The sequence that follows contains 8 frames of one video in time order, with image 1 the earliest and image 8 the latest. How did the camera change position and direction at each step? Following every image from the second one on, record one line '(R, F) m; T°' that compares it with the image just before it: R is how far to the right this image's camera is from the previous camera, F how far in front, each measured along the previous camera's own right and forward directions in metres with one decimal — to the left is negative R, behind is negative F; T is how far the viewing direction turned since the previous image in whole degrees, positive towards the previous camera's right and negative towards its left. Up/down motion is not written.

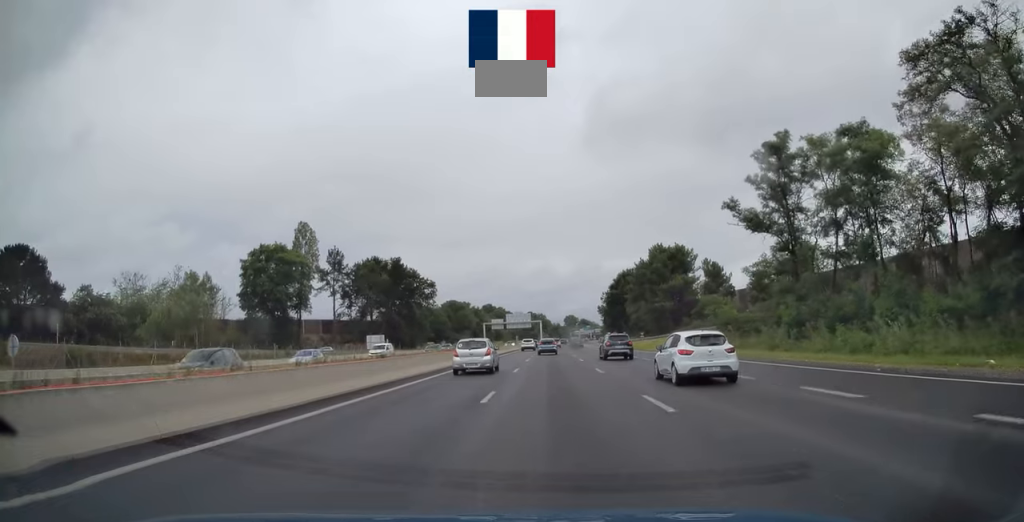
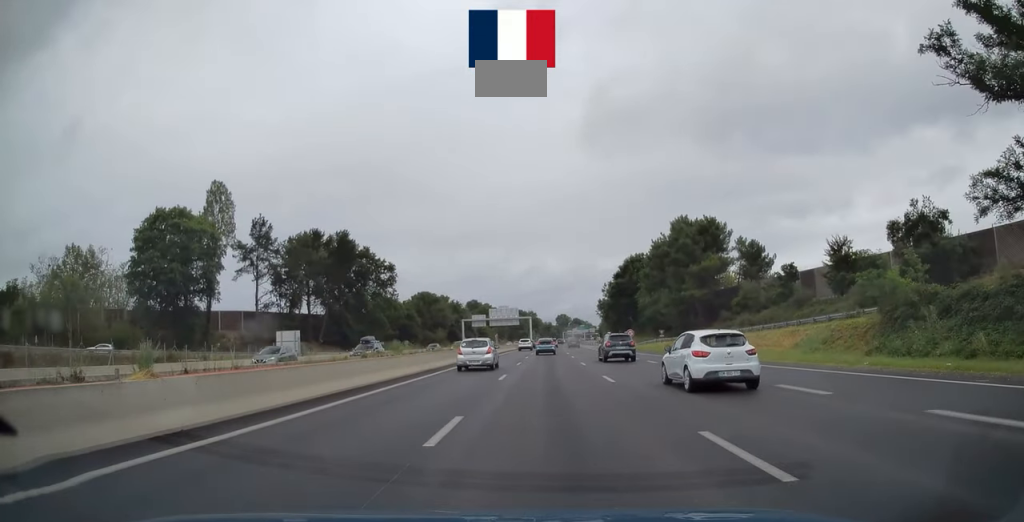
(+0.1, +31.6) m; +1°
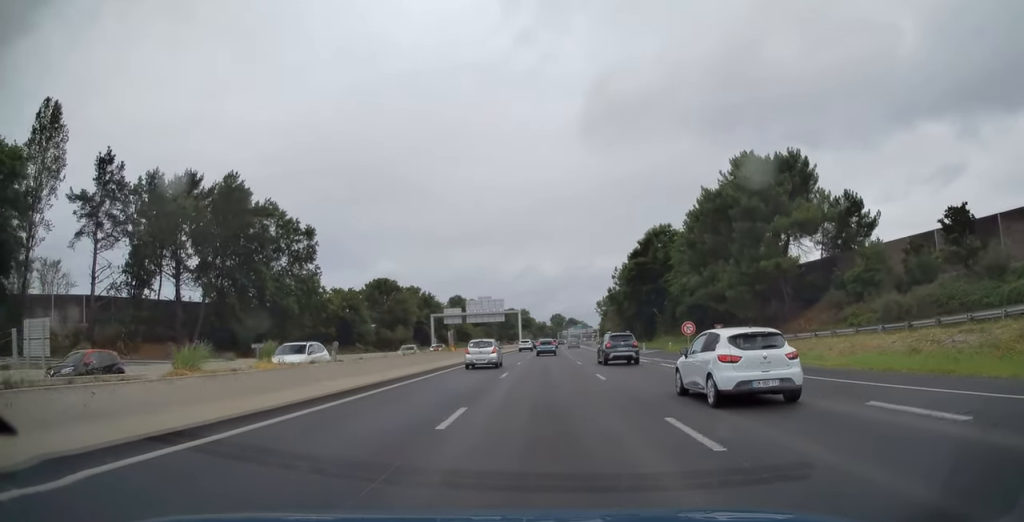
(+0.5, +37.4) m; +1°
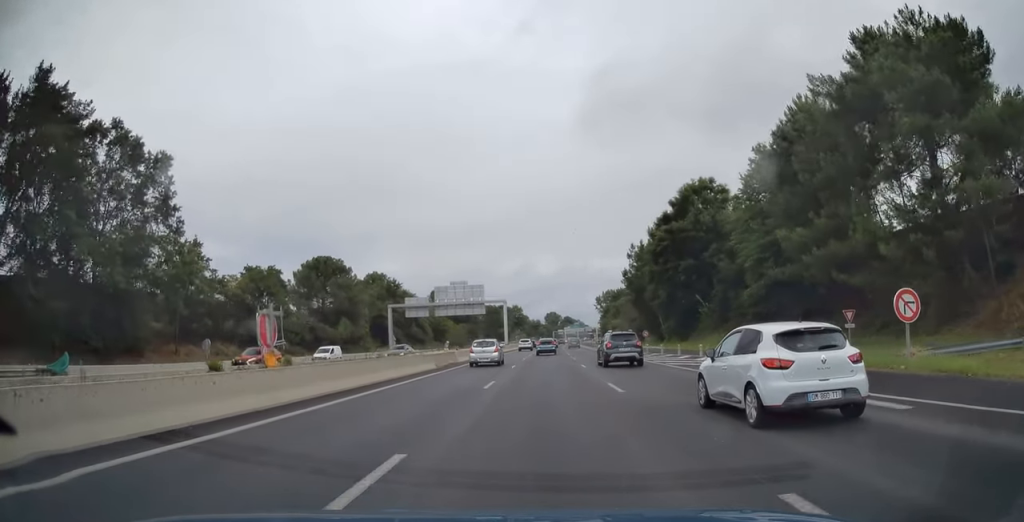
(+0.1, +31.3) m; 0°
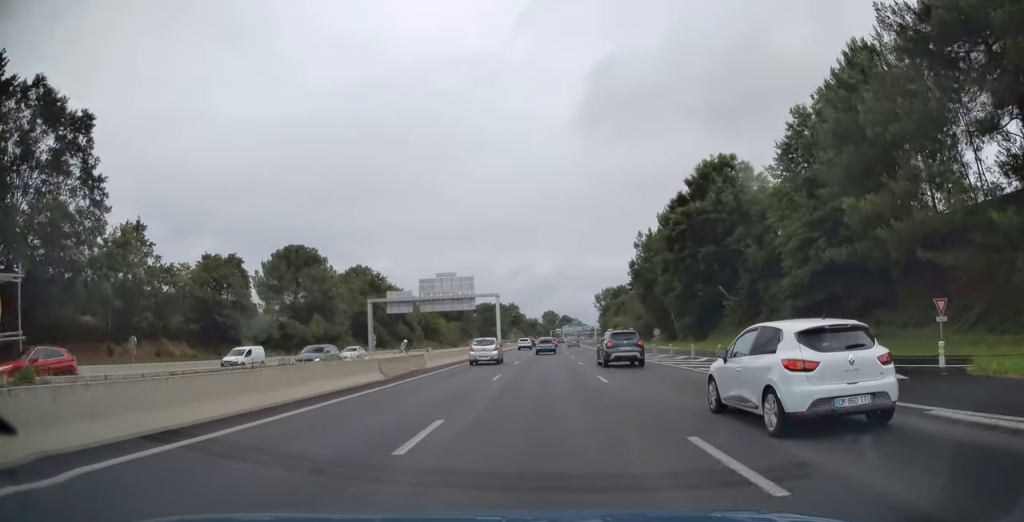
(0.0, +10.2) m; 0°
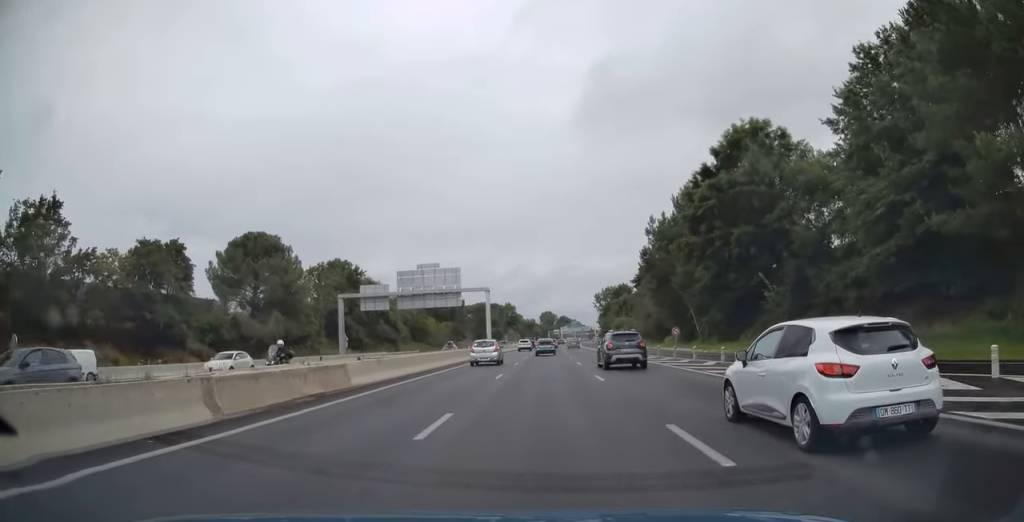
(0.0, +11.9) m; 0°
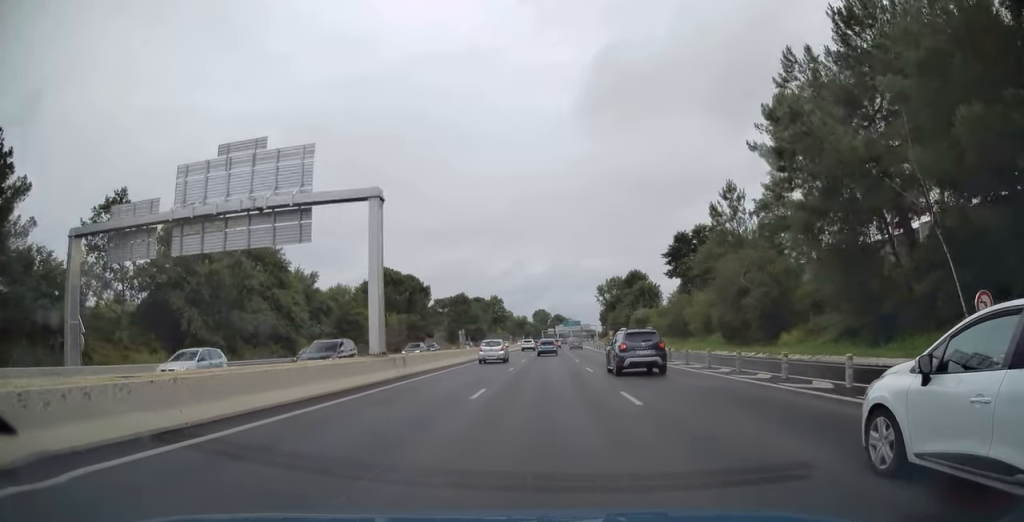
(+0.2, +46.4) m; +1°
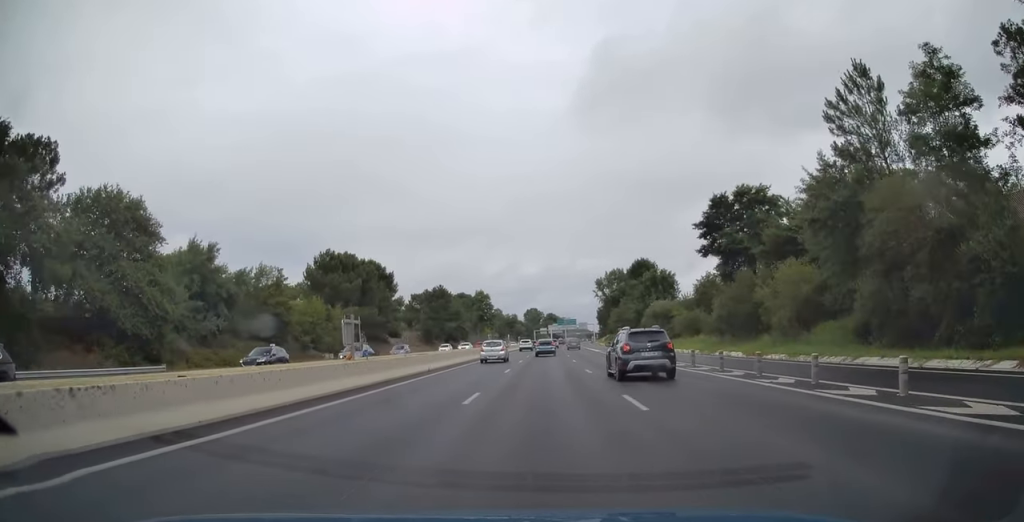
(+0.1, +26.9) m; +1°
